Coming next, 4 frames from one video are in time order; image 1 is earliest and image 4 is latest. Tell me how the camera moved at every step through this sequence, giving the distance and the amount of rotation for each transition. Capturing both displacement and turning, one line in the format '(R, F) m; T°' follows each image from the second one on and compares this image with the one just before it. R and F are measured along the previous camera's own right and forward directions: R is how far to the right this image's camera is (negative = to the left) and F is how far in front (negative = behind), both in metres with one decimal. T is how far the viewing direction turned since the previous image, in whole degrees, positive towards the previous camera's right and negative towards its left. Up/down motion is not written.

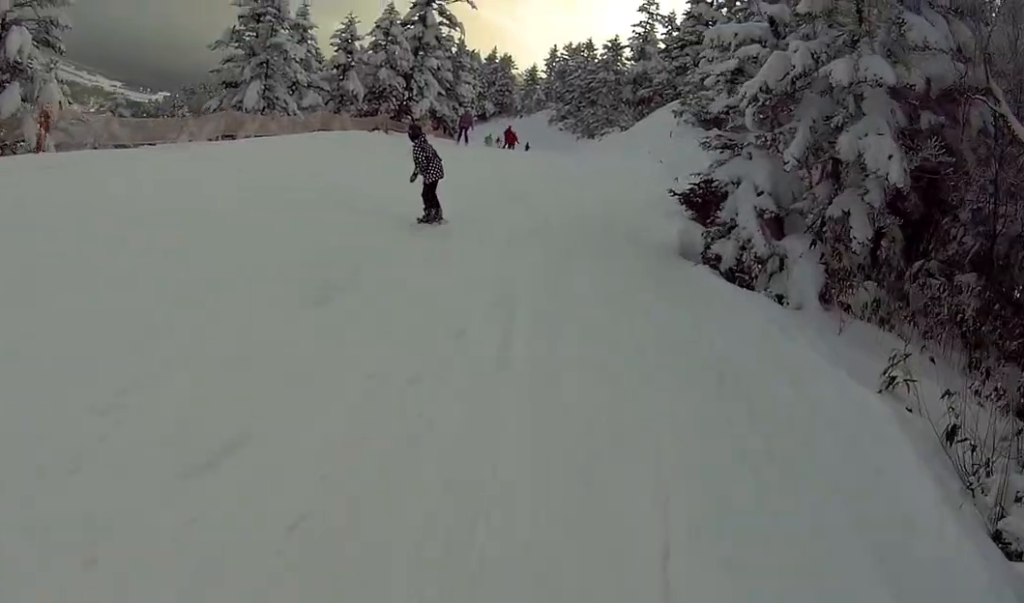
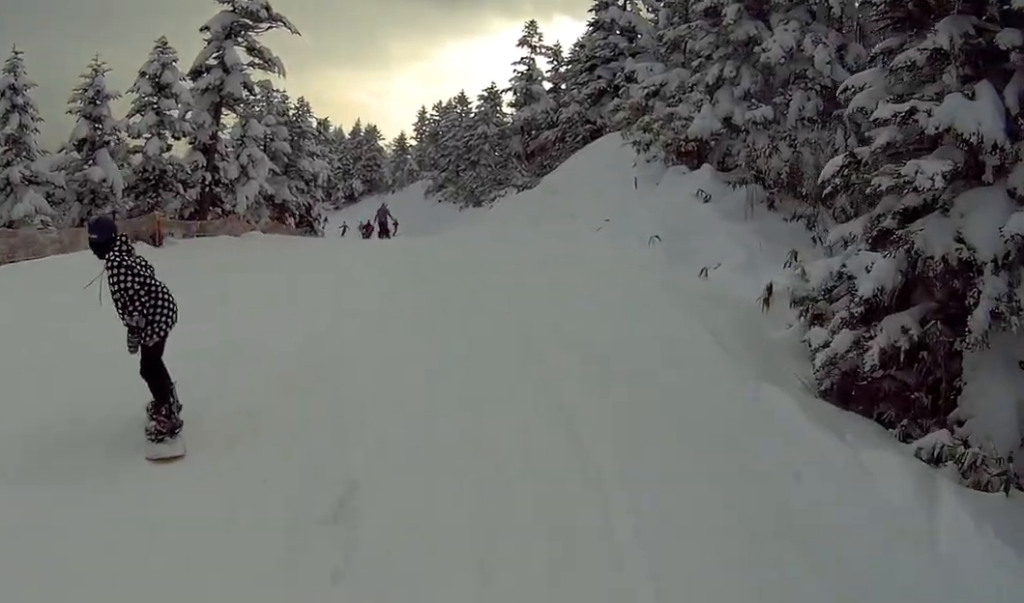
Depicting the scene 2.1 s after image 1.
(-1.8, +9.9) m; 0°
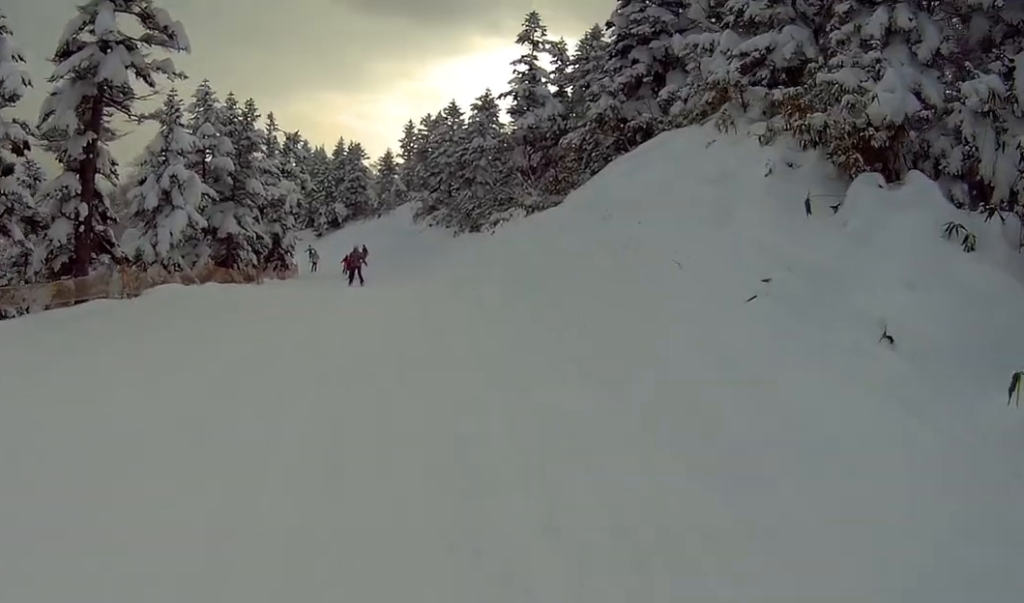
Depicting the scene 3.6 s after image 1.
(+1.6, +9.0) m; +3°
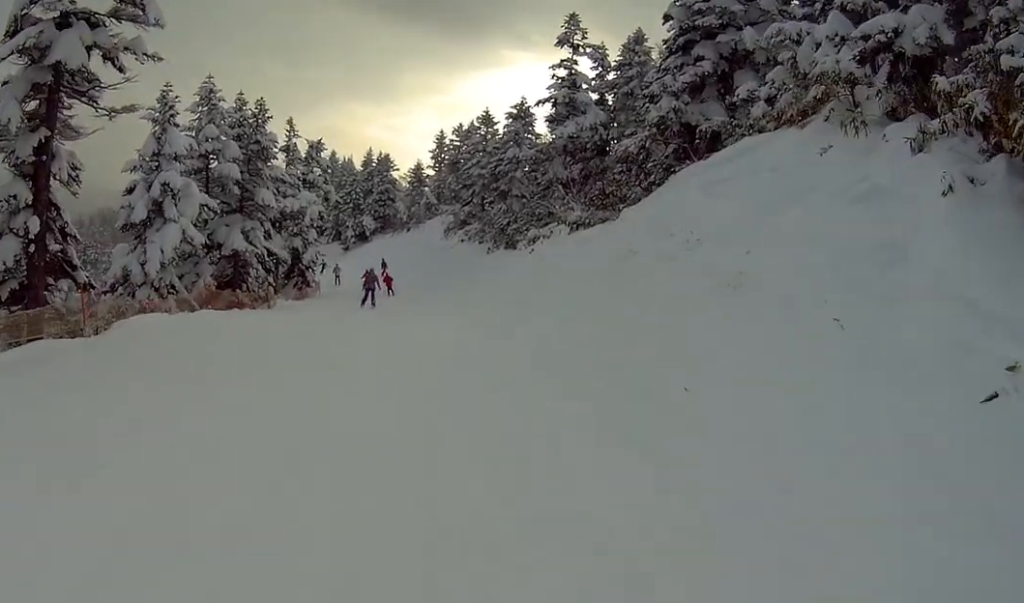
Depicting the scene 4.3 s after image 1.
(-0.6, +4.6) m; -6°
